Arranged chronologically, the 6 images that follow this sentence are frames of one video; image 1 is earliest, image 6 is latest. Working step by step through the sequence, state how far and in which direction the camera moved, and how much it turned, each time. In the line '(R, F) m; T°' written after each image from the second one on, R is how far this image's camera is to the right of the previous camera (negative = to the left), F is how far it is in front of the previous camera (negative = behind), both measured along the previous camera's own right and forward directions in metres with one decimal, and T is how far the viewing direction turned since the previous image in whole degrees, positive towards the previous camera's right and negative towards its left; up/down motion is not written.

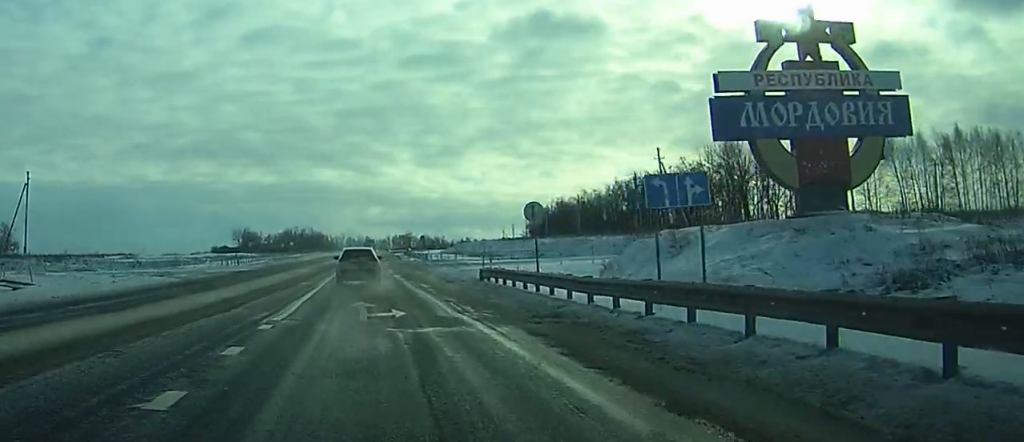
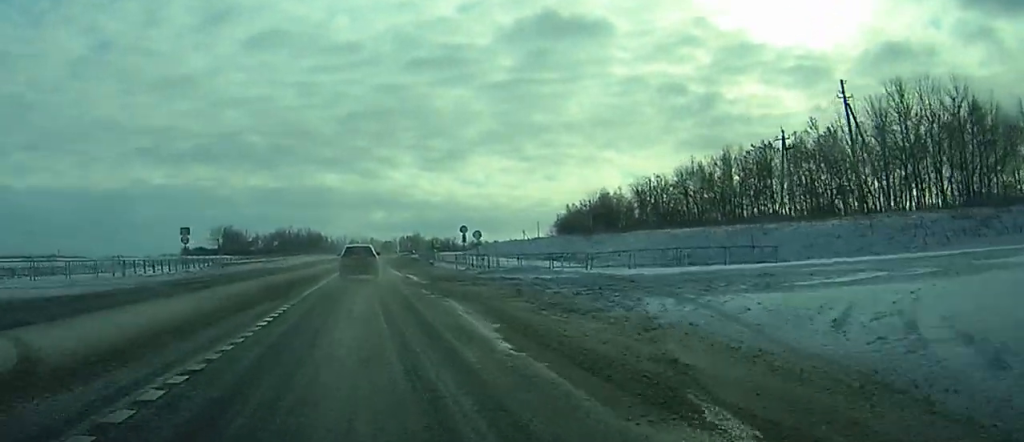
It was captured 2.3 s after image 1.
(+0.7, +44.5) m; -1°
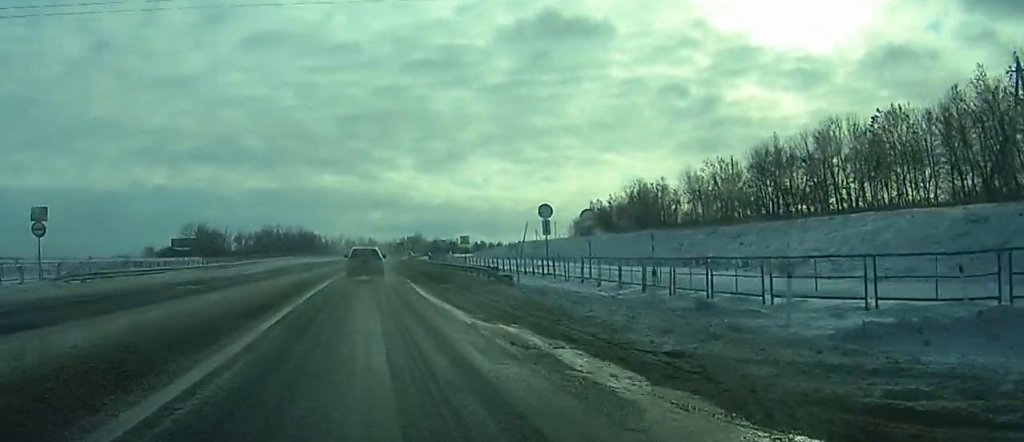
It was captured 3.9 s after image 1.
(-1.0, +32.5) m; -1°
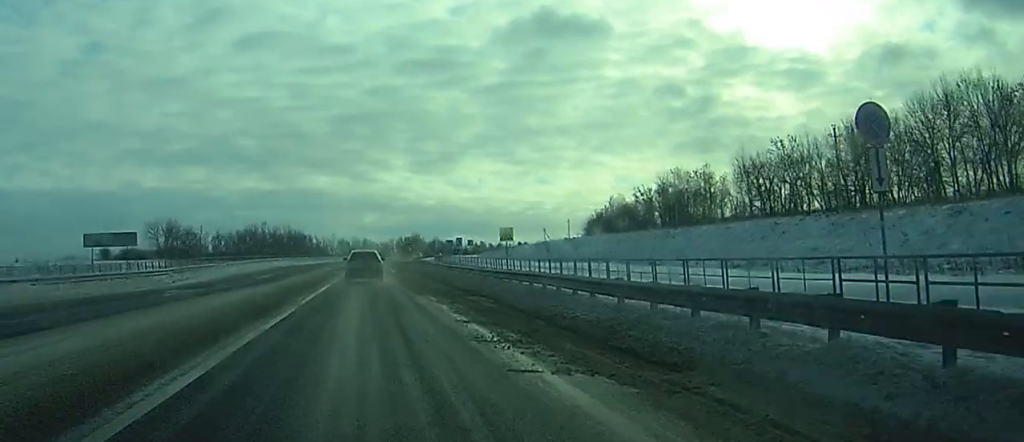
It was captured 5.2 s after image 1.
(+0.1, +26.2) m; 0°
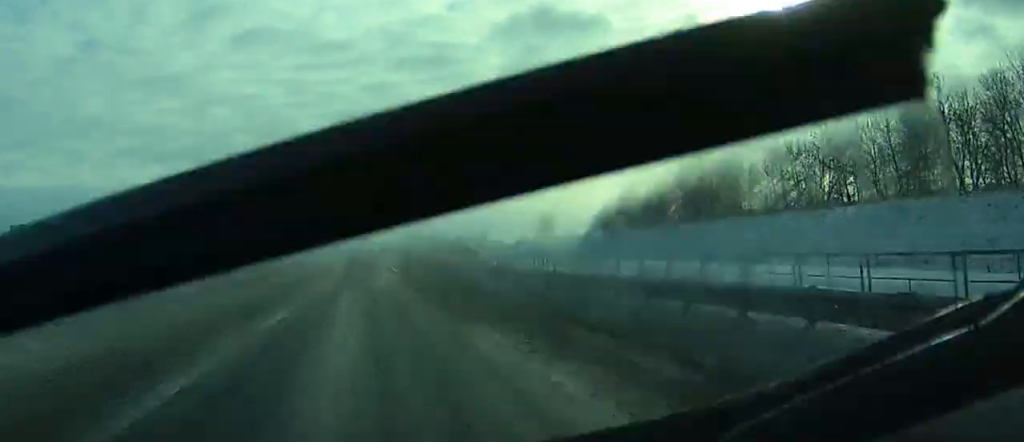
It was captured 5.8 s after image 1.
(0.0, +12.8) m; 0°
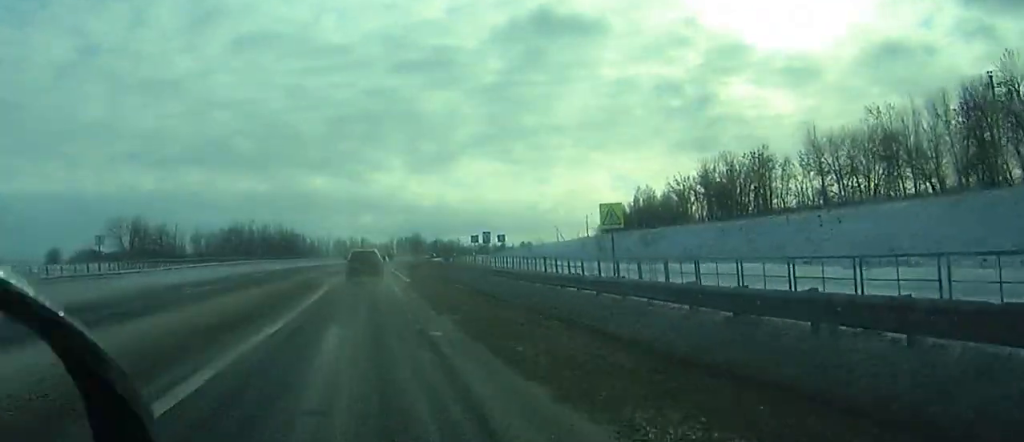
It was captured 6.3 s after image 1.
(0.0, +11.4) m; 0°
